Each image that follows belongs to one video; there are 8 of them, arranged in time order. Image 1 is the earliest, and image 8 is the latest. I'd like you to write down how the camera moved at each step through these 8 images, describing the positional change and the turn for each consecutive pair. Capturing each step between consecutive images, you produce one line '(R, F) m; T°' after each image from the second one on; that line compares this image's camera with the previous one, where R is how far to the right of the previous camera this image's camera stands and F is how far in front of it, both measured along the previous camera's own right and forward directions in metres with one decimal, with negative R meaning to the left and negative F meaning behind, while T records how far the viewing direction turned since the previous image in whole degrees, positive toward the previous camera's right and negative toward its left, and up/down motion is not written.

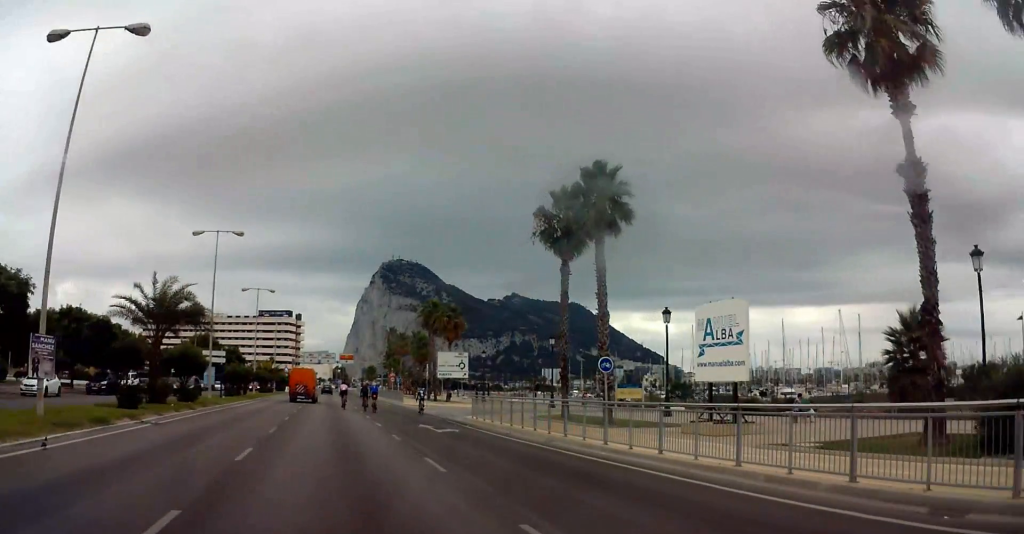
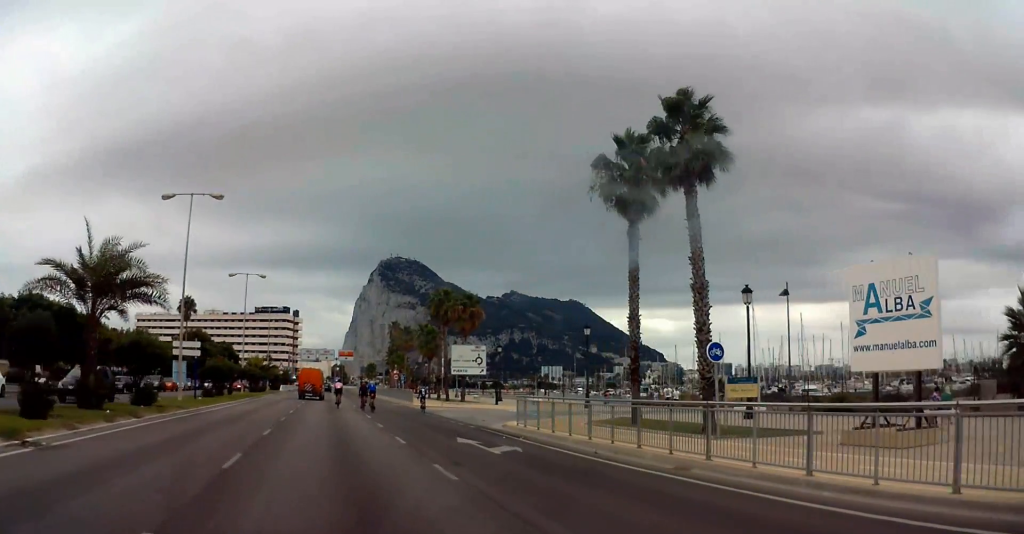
(0.0, +8.0) m; 0°
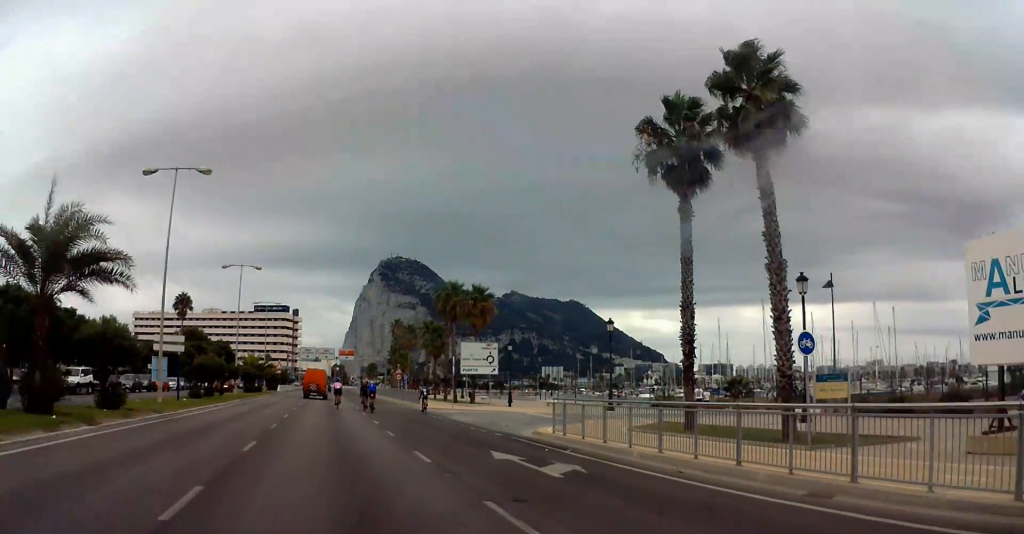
(0.0, +4.2) m; 0°
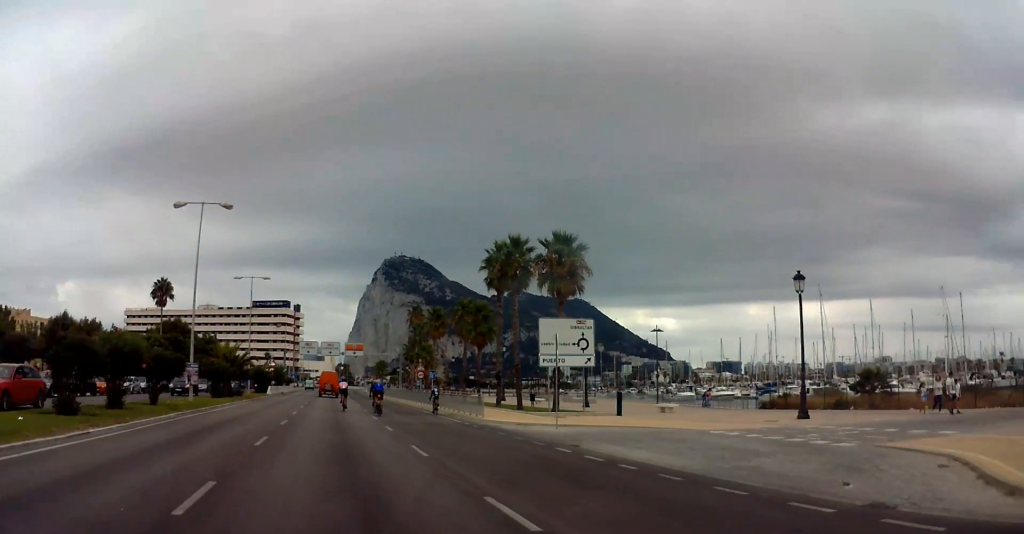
(-0.3, +19.0) m; -3°
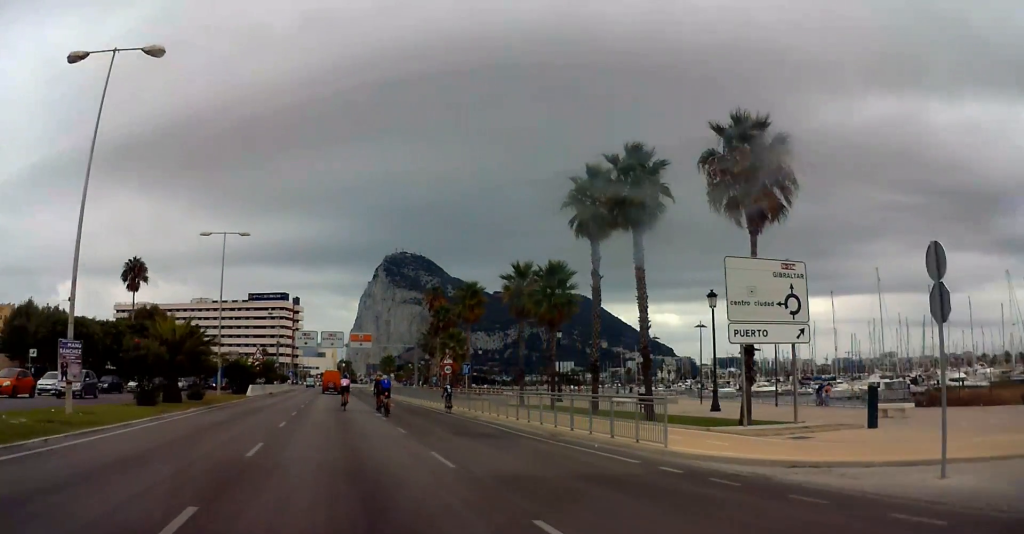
(-0.4, +17.4) m; -1°
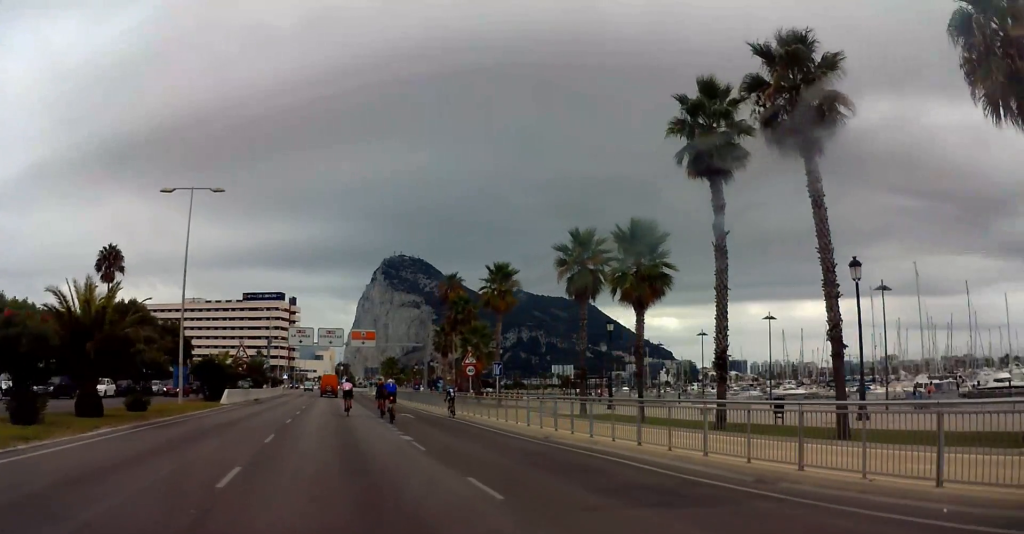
(0.0, +10.5) m; 0°
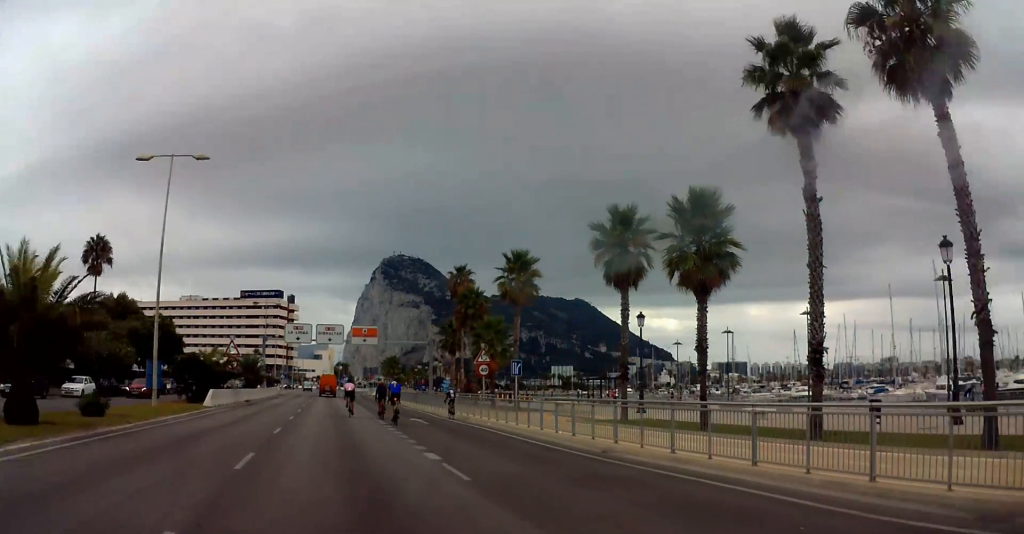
(0.0, +4.7) m; 0°
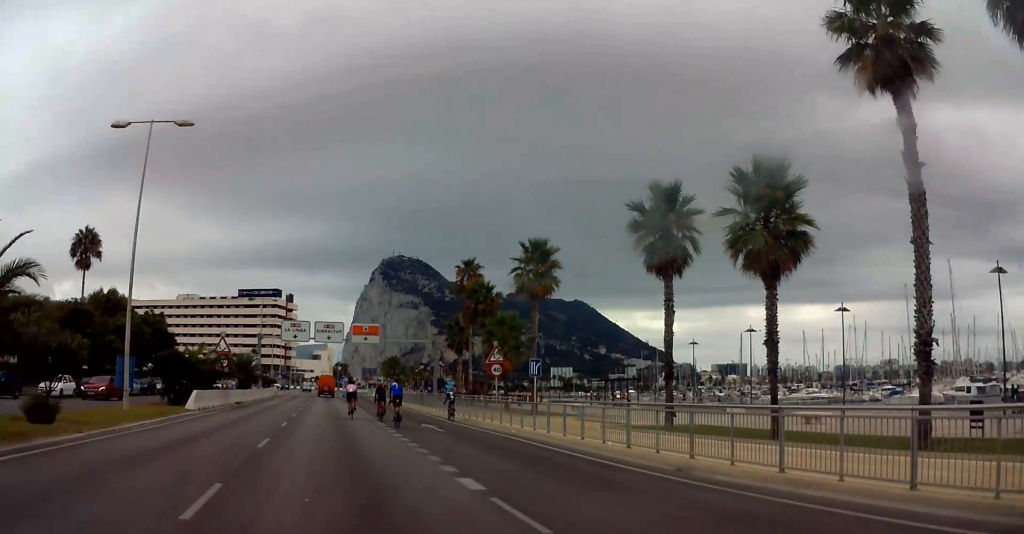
(0.0, +3.7) m; +1°
